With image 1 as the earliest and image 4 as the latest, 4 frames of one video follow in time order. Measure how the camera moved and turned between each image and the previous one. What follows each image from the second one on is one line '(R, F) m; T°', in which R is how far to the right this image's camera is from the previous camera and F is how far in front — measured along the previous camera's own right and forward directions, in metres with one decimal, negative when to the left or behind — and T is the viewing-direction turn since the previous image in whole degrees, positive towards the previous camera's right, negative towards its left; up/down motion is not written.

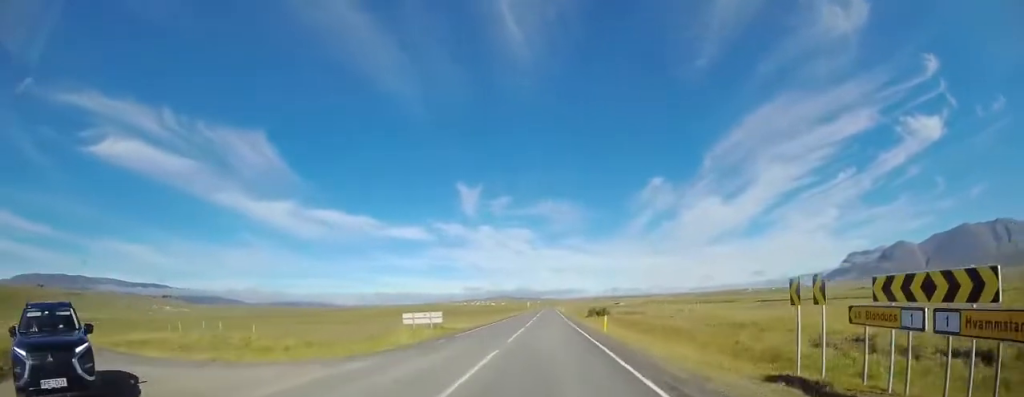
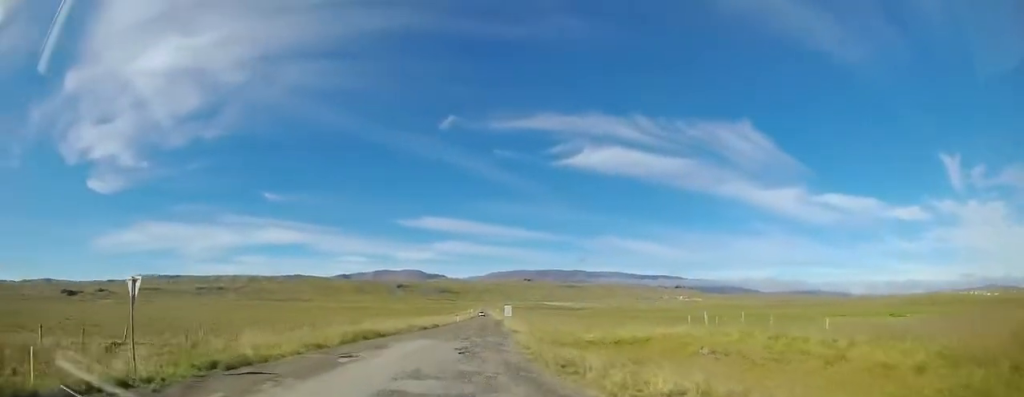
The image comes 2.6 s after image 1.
(-9.1, +7.6) m; -69°
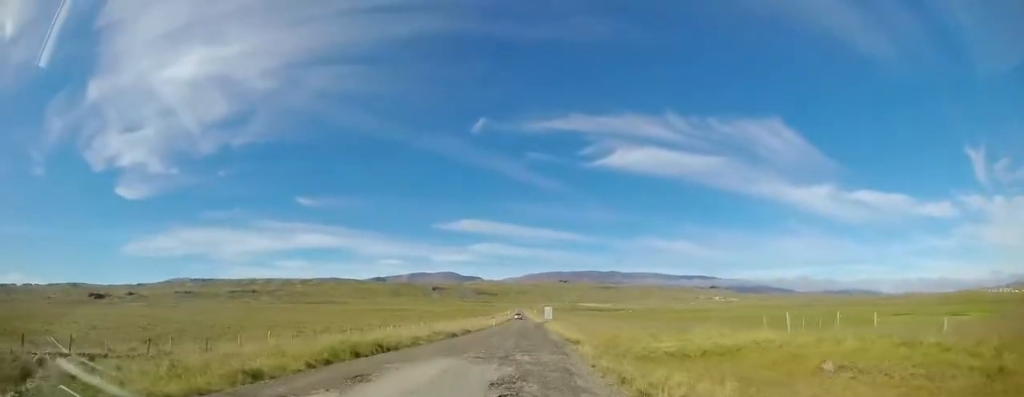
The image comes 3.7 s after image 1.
(0.0, +5.9) m; -1°
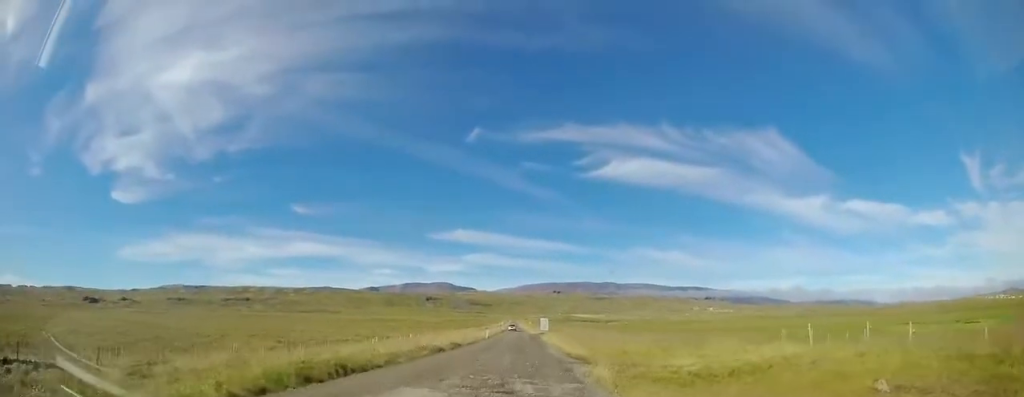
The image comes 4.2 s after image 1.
(0.0, +2.9) m; 0°
